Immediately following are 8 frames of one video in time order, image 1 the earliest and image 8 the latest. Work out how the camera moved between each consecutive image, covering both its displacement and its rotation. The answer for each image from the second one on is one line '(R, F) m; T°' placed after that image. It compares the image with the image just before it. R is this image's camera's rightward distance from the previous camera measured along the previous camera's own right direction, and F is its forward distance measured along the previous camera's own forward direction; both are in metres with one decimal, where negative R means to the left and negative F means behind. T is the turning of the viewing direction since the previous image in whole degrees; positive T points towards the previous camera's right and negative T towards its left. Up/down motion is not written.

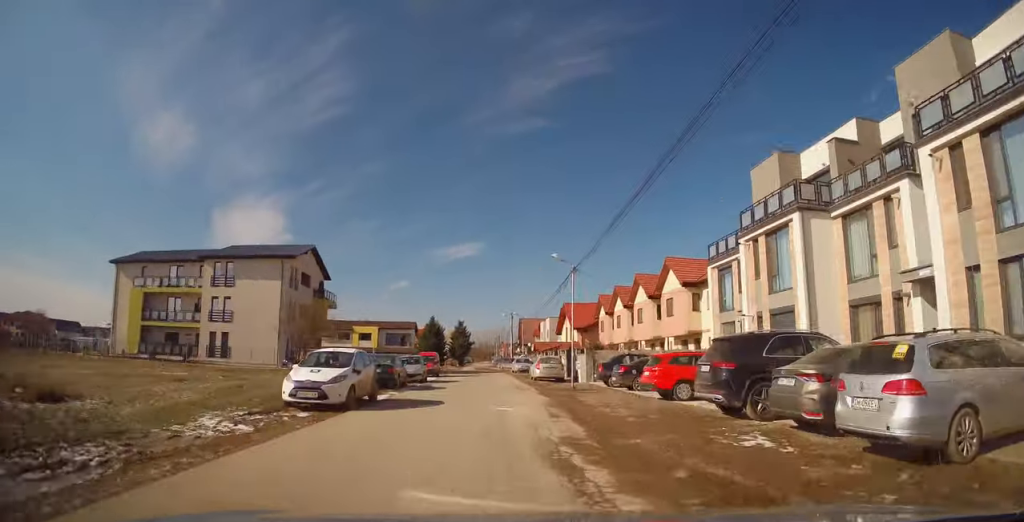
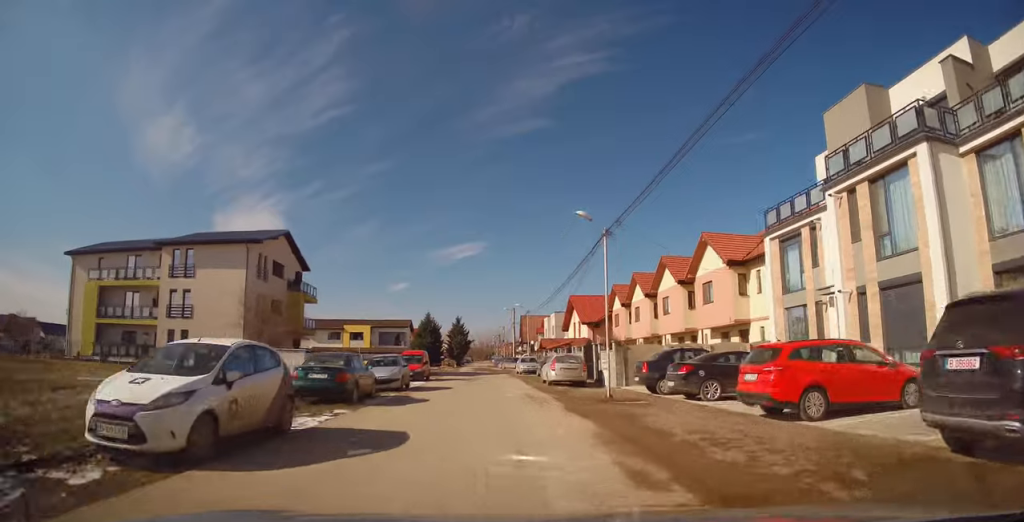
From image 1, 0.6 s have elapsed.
(0.0, +7.0) m; 0°
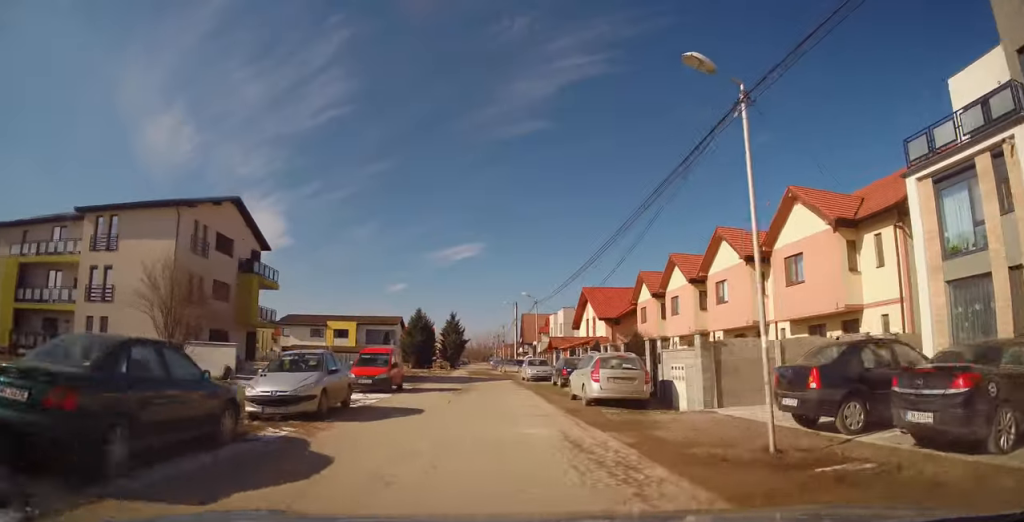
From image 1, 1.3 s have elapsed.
(-0.1, +9.5) m; +2°
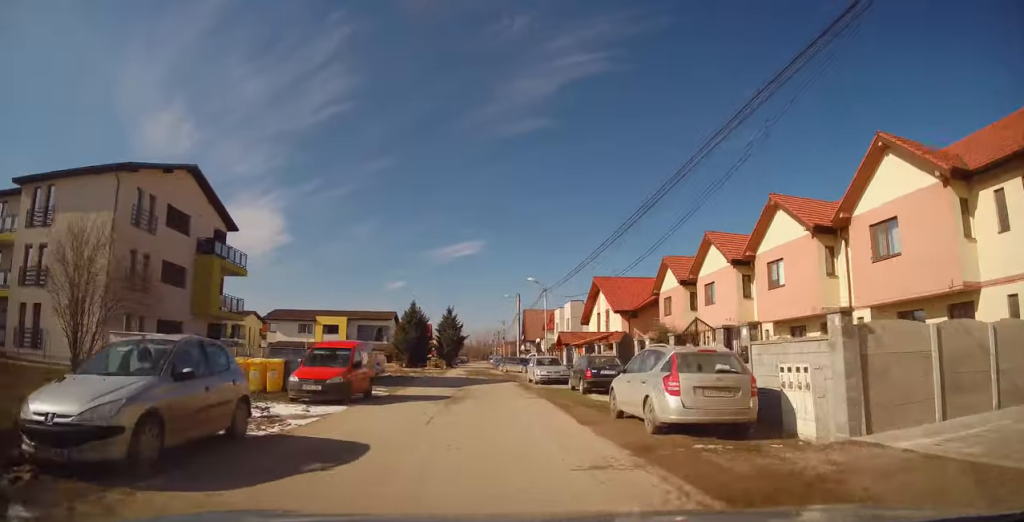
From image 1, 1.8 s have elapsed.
(+0.2, +5.8) m; 0°
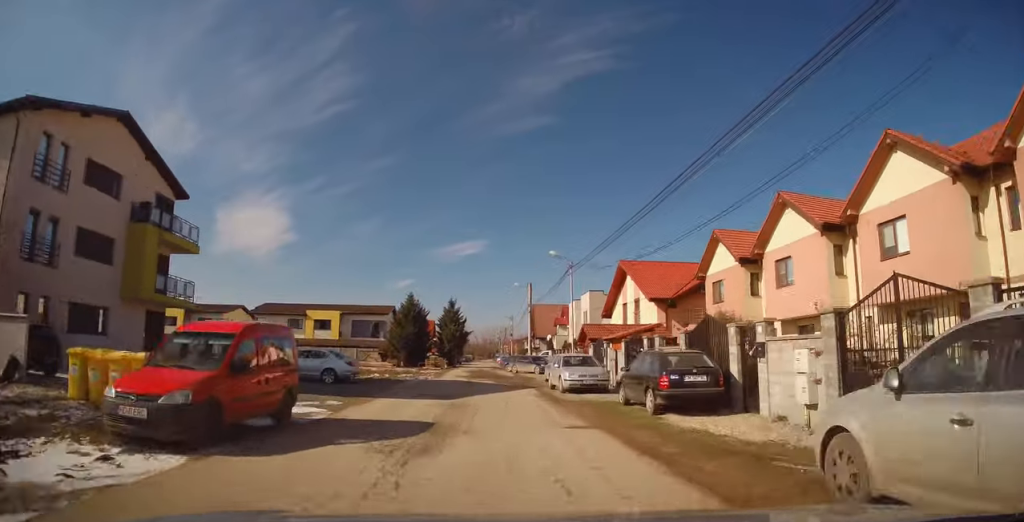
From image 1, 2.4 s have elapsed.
(+0.3, +7.5) m; 0°
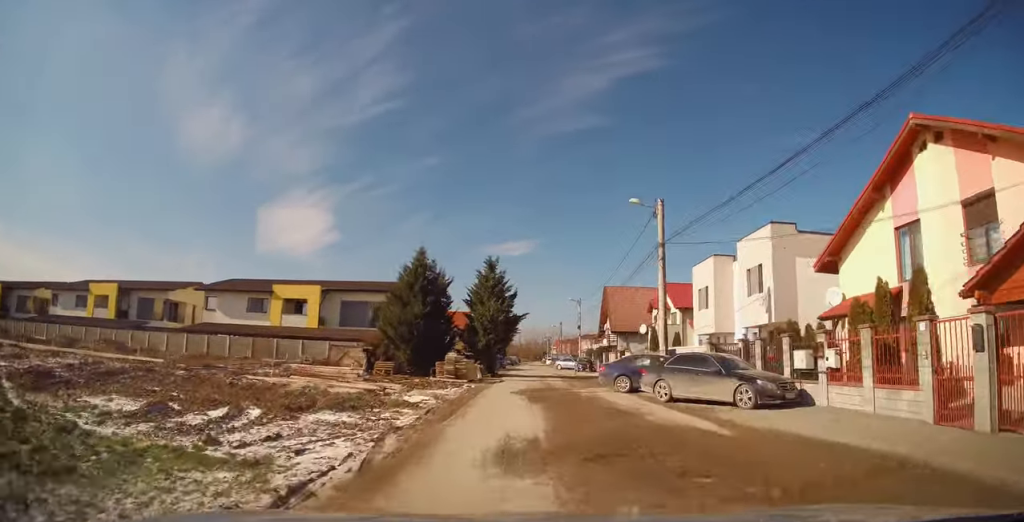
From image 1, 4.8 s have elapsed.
(-1.9, +28.1) m; -4°
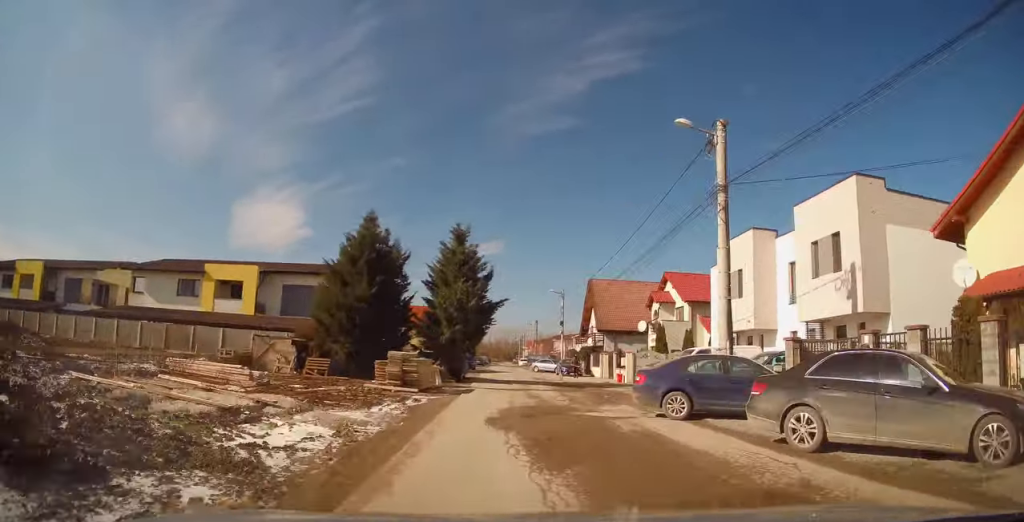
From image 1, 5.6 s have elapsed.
(+0.2, +8.8) m; +1°
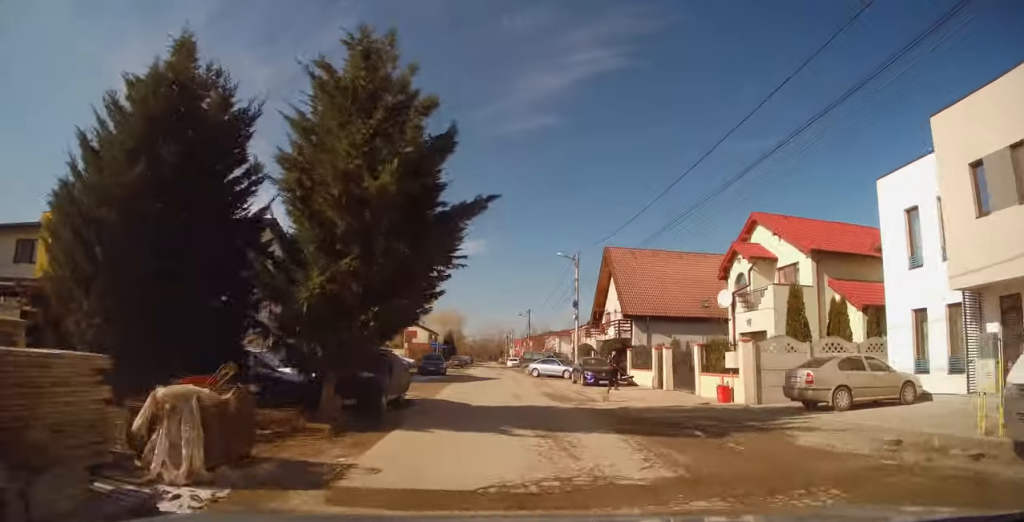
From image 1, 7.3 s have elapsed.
(+0.9, +18.2) m; +4°
